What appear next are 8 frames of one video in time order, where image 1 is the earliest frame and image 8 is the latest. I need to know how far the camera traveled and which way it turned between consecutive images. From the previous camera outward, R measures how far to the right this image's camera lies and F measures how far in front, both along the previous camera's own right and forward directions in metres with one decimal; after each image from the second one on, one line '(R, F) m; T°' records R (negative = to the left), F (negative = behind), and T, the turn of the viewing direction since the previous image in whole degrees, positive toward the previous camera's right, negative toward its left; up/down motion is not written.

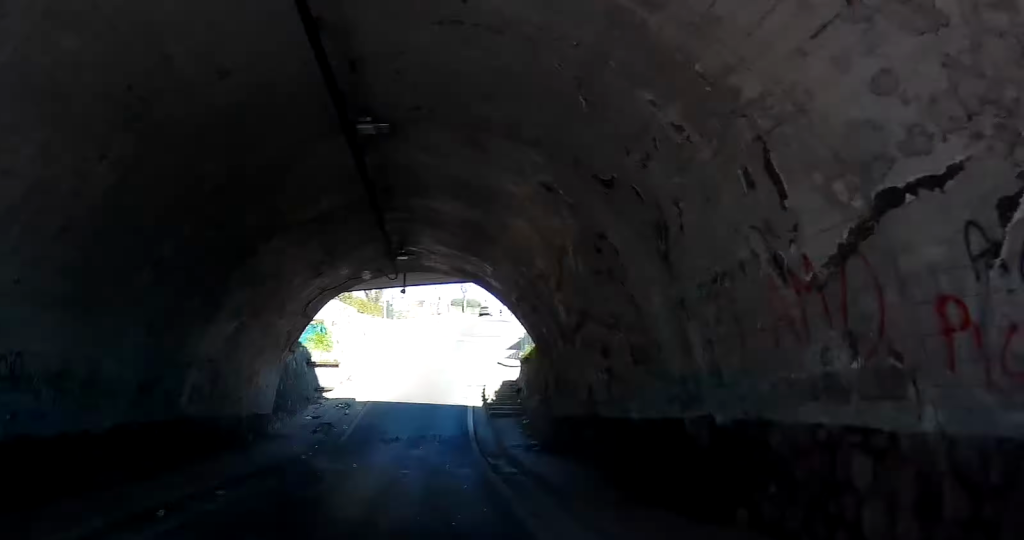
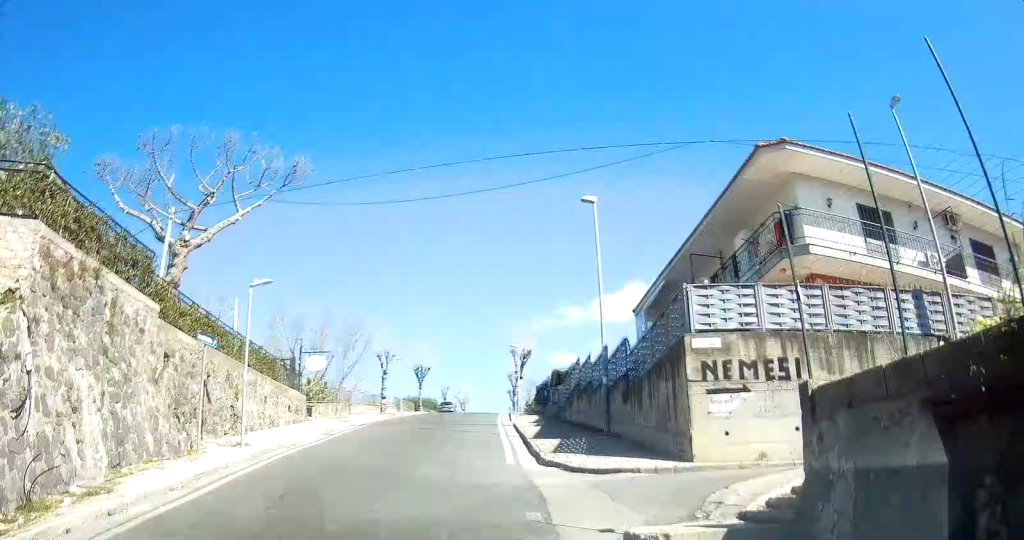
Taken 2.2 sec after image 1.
(+1.6, +23.1) m; +3°
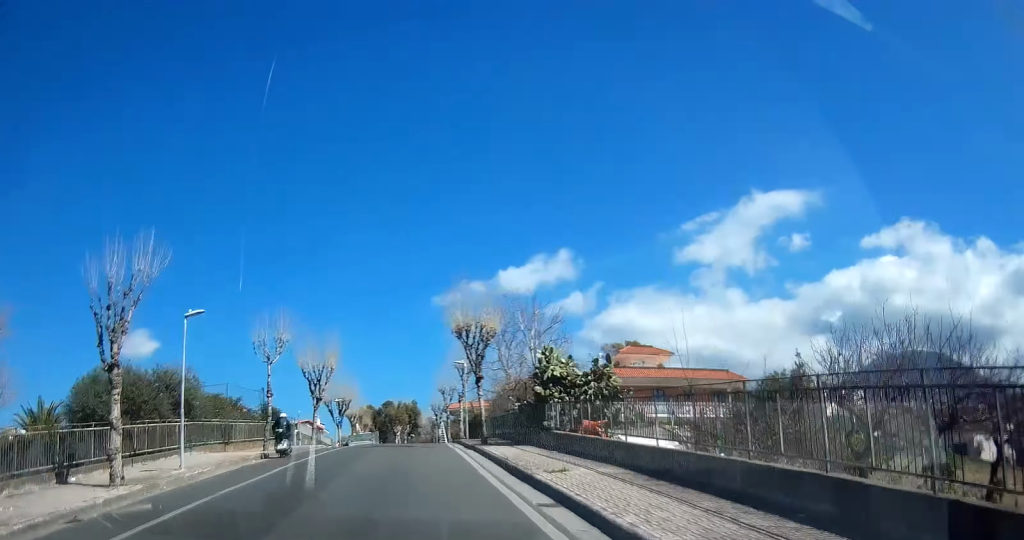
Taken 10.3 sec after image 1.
(+5.5, +81.3) m; +4°
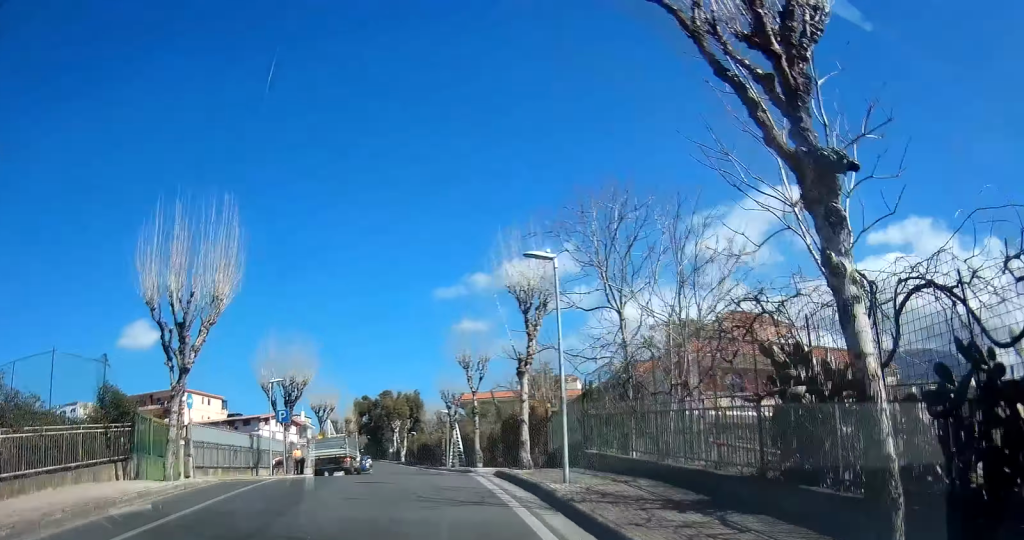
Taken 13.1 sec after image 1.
(0.0, +27.7) m; -1°
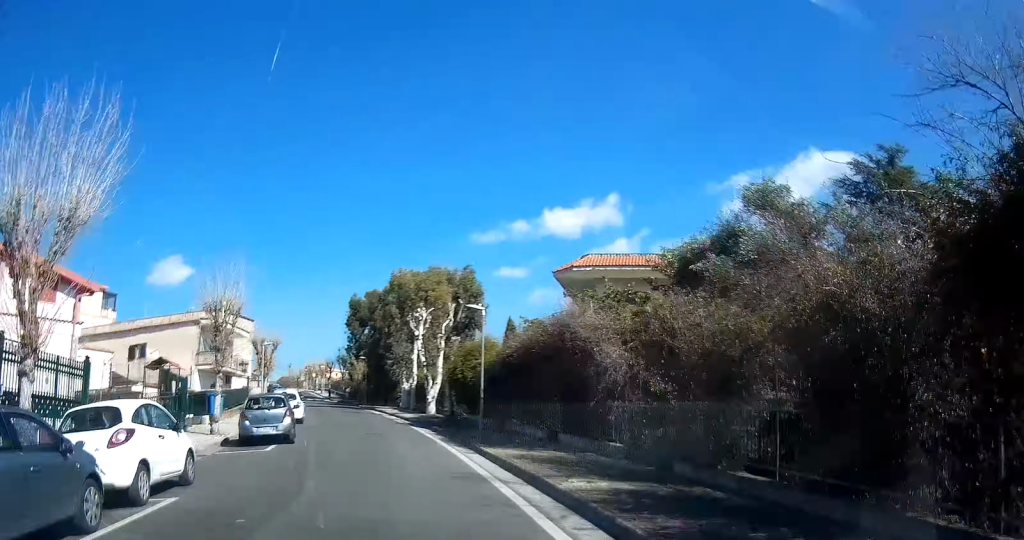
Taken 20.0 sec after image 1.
(-3.1, +74.7) m; -6°
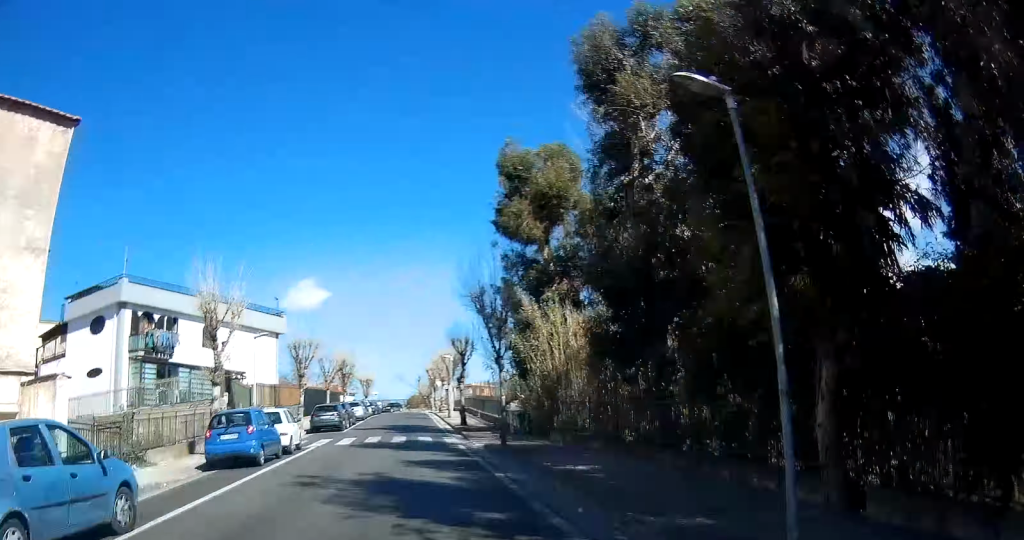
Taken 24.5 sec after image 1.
(-2.0, +50.9) m; -5°
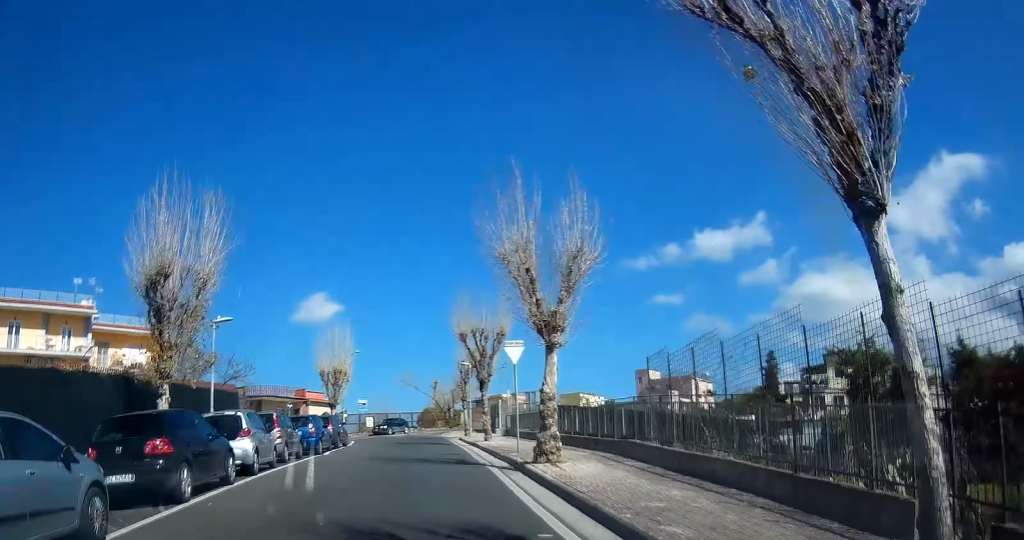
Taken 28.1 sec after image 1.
(-1.9, +38.3) m; -3°
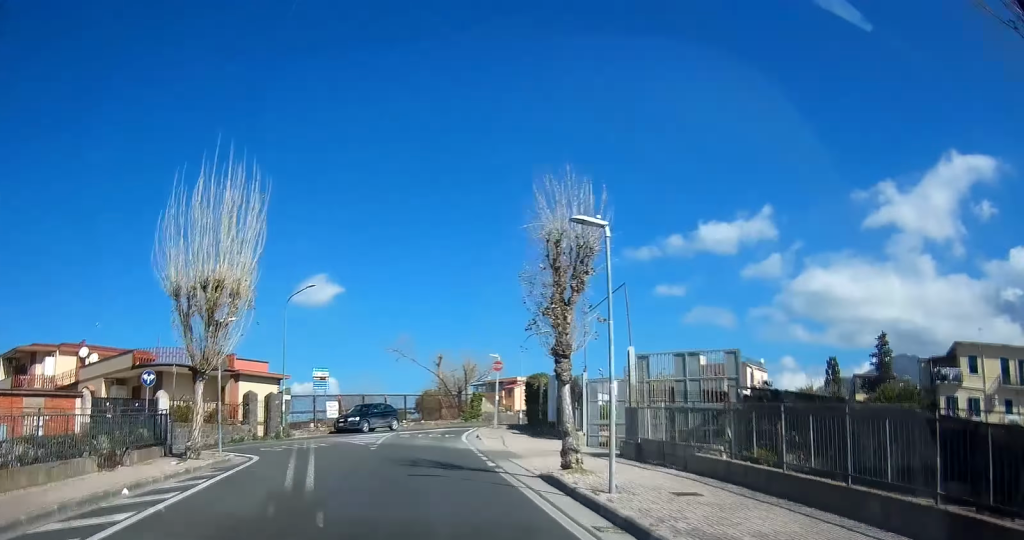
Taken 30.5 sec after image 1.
(0.0, +21.6) m; +3°
